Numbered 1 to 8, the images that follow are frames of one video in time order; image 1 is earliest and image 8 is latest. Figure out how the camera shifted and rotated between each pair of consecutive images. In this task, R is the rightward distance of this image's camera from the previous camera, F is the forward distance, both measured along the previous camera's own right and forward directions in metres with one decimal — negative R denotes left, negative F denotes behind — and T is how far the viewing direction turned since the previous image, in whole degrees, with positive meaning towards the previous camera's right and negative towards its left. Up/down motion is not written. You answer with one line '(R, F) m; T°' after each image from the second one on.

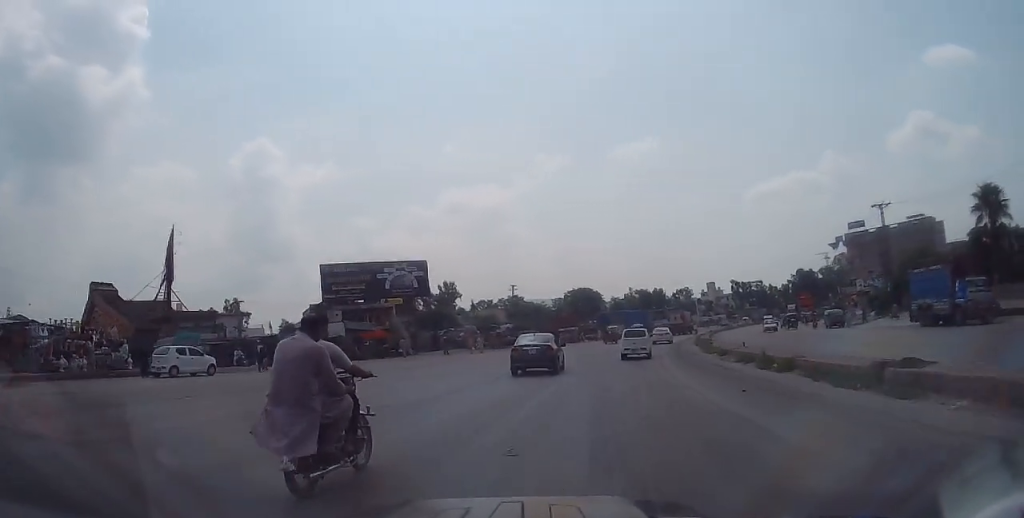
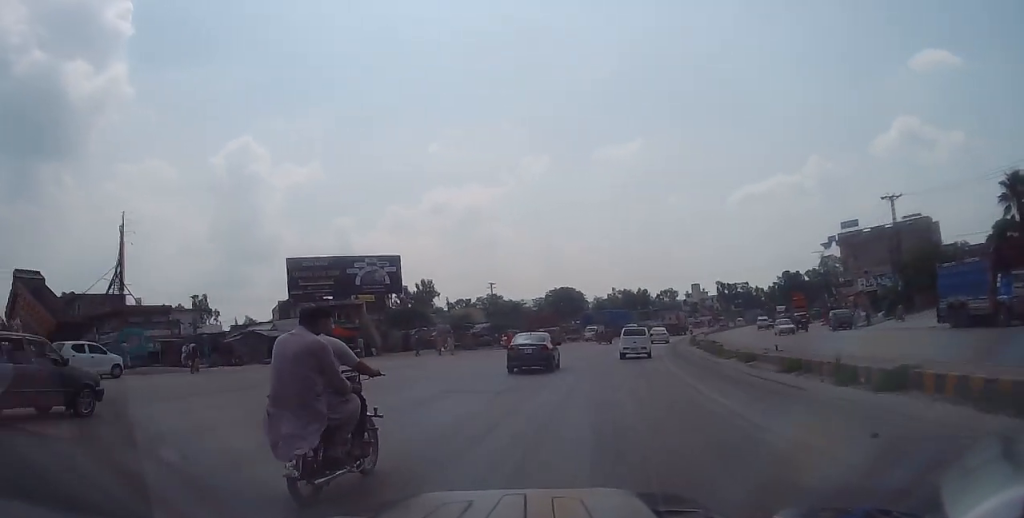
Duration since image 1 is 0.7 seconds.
(0.0, +6.3) m; +1°
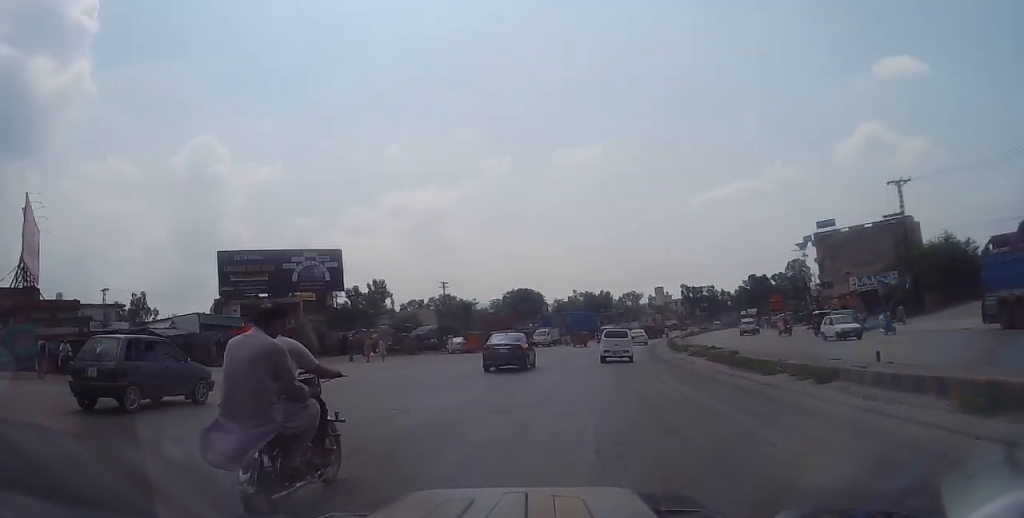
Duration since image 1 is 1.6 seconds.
(+0.4, +9.1) m; +3°
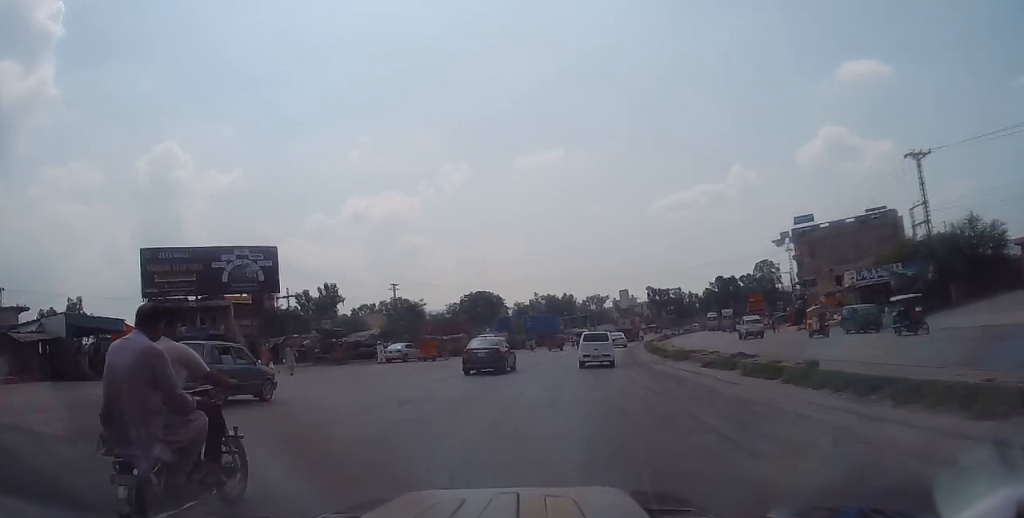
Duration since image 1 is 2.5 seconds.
(+0.1, +9.5) m; +1°
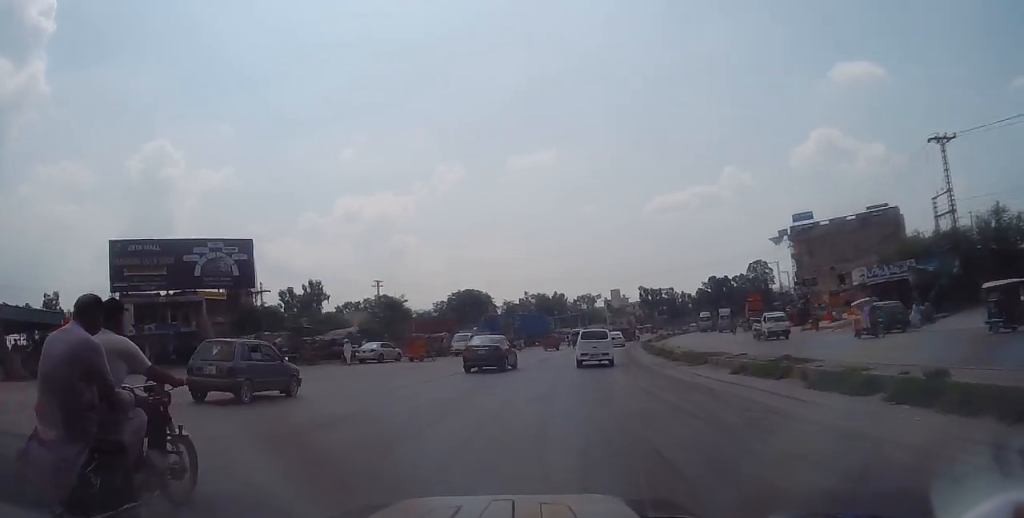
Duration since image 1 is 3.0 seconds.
(0.0, +4.6) m; +1°
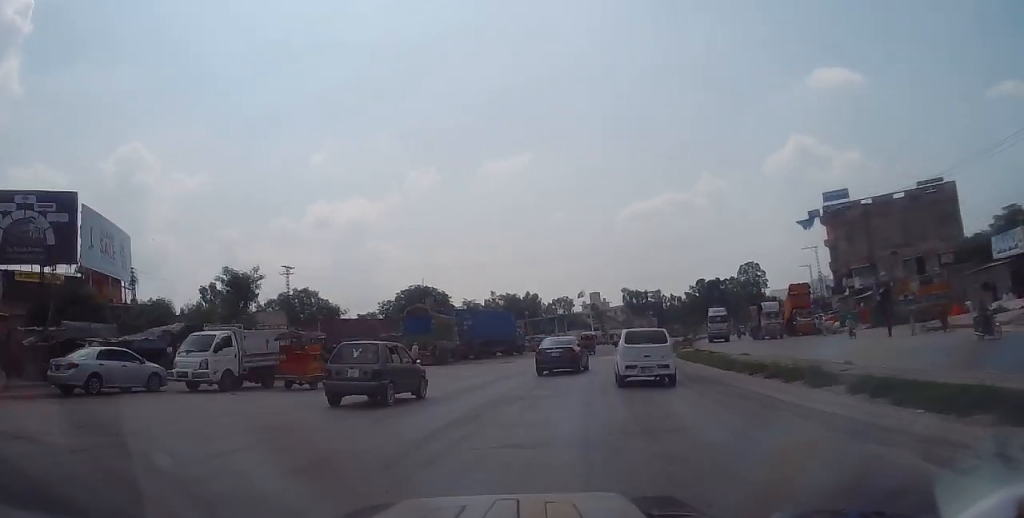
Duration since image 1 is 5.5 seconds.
(+1.7, +28.5) m; +3°
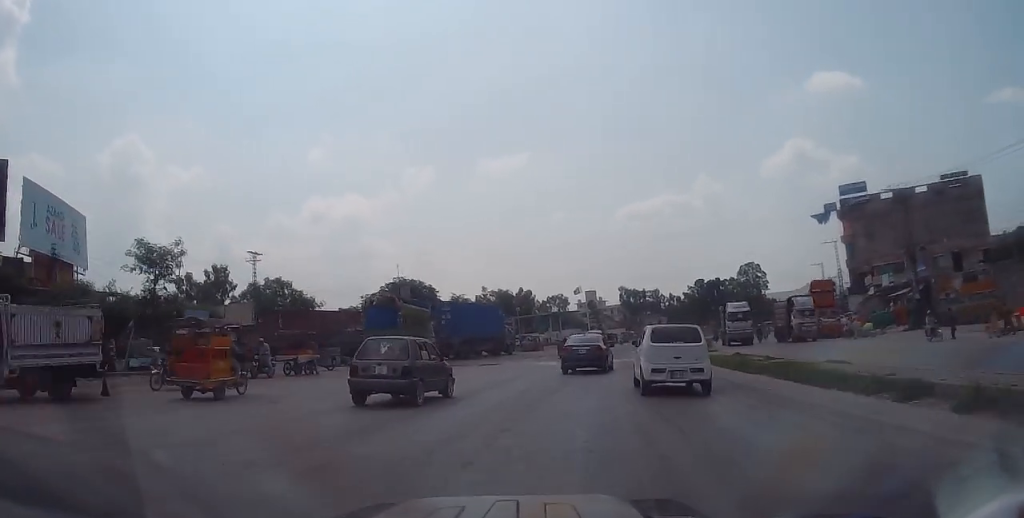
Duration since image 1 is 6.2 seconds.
(-0.5, +8.1) m; 0°
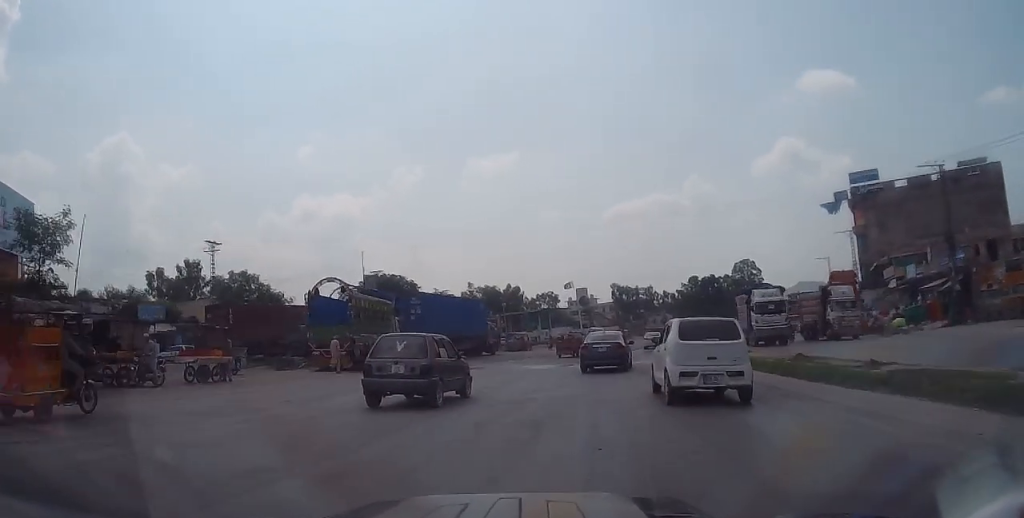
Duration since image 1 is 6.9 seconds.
(+0.3, +7.3) m; +2°
